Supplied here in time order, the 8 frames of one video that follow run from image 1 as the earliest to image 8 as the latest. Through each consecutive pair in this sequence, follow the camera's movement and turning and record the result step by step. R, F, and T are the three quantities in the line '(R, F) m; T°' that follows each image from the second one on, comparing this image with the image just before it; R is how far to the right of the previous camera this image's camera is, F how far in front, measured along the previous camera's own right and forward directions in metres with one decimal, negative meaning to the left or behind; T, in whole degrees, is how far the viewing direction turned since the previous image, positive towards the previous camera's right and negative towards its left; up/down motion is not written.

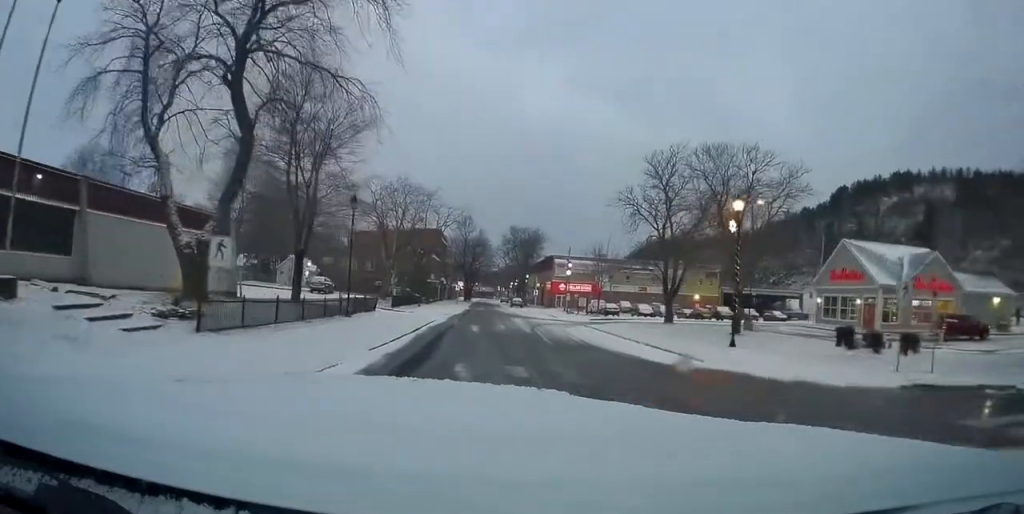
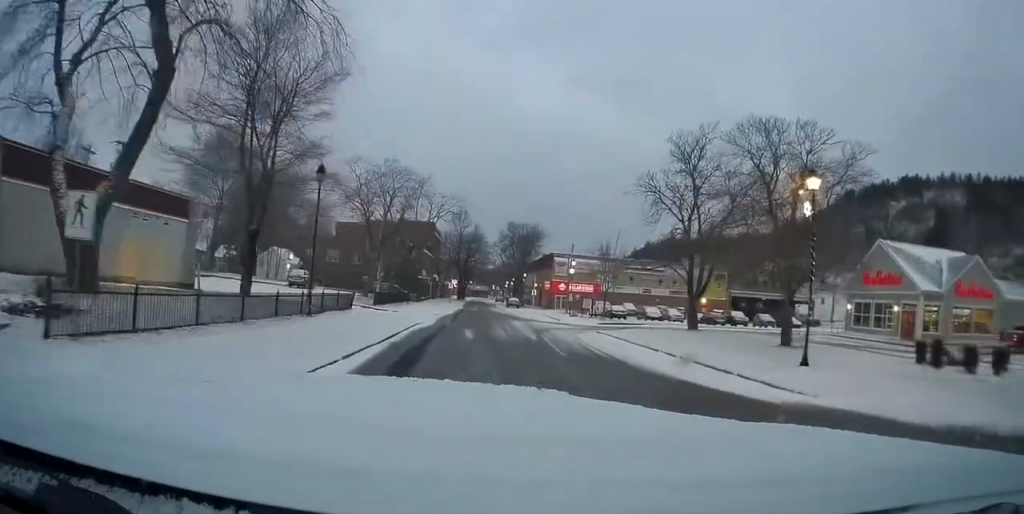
(0.0, +5.9) m; 0°
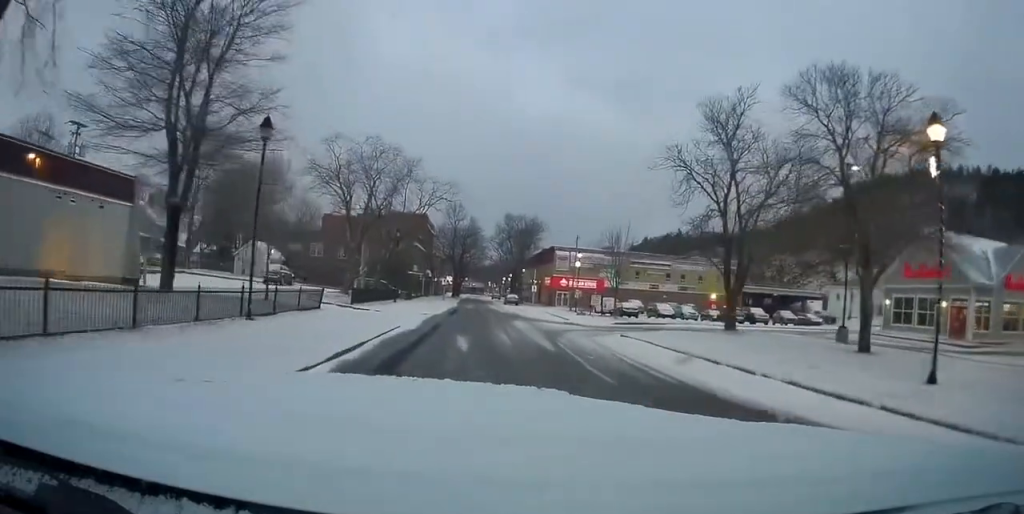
(0.0, +5.7) m; 0°
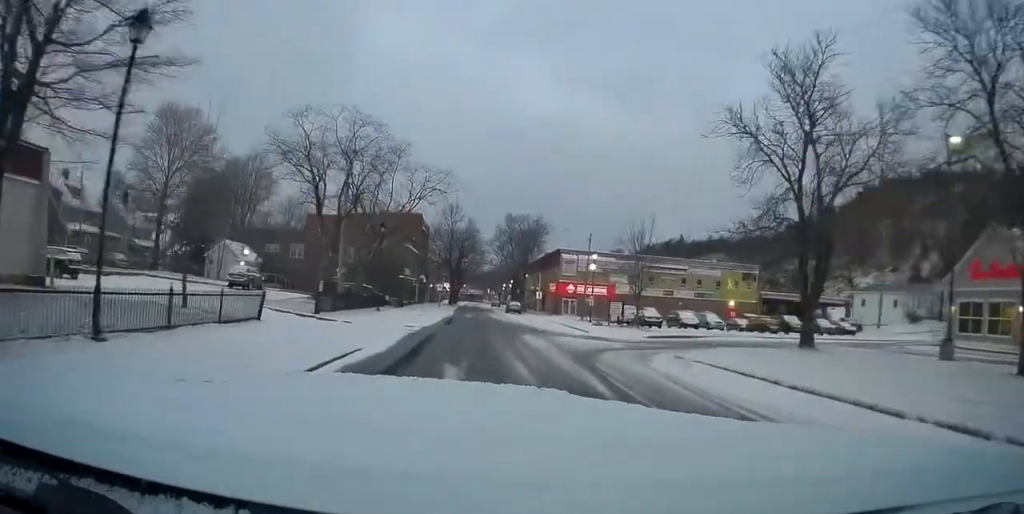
(0.0, +7.0) m; 0°
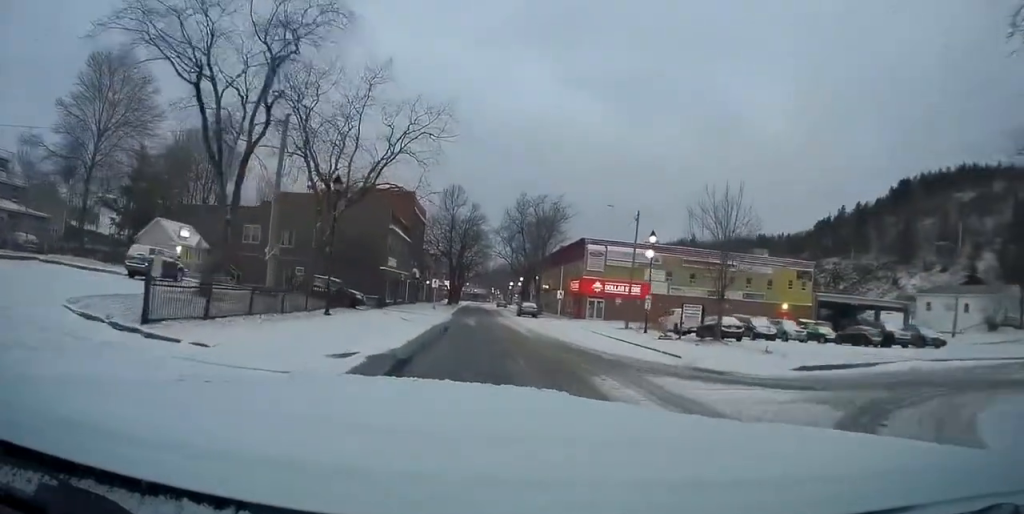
(+0.1, +12.4) m; 0°
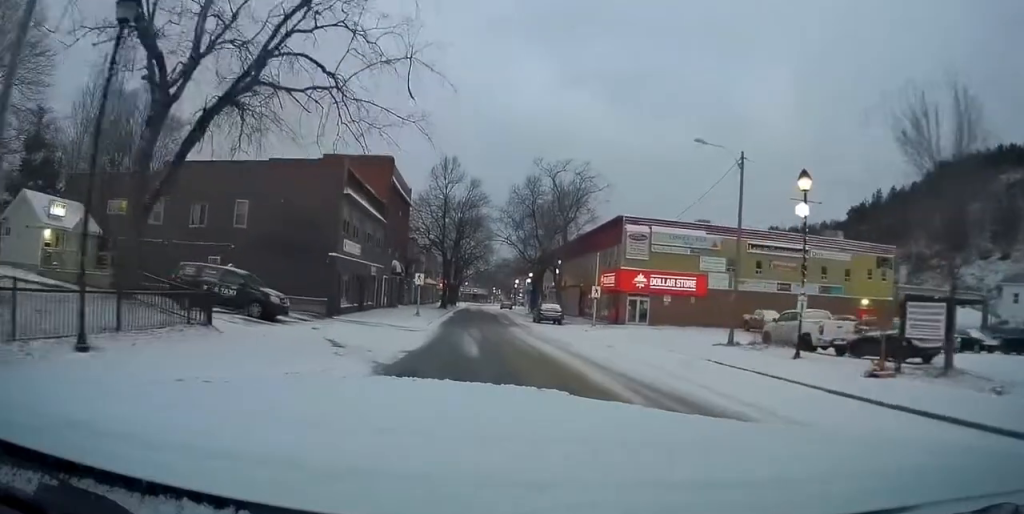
(0.0, +13.5) m; +1°
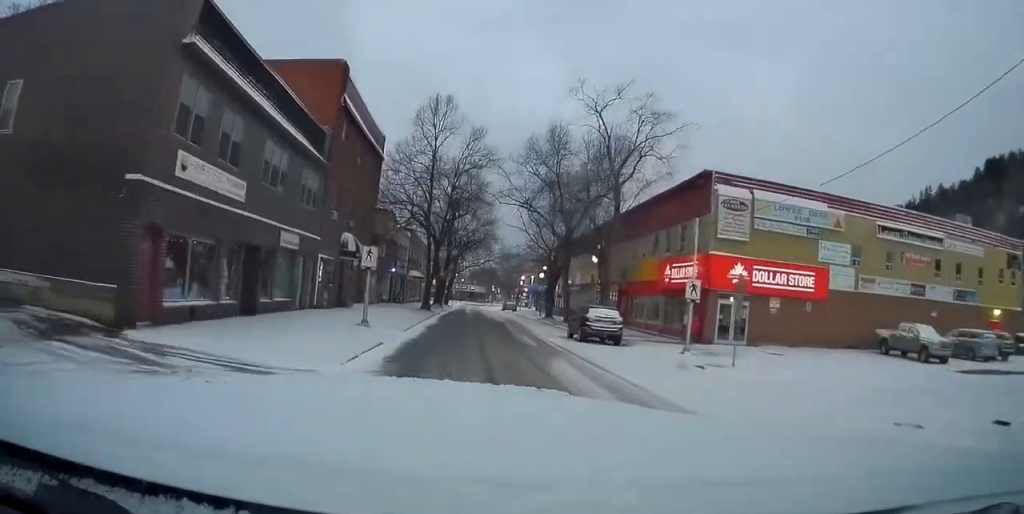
(-0.5, +17.0) m; -4°
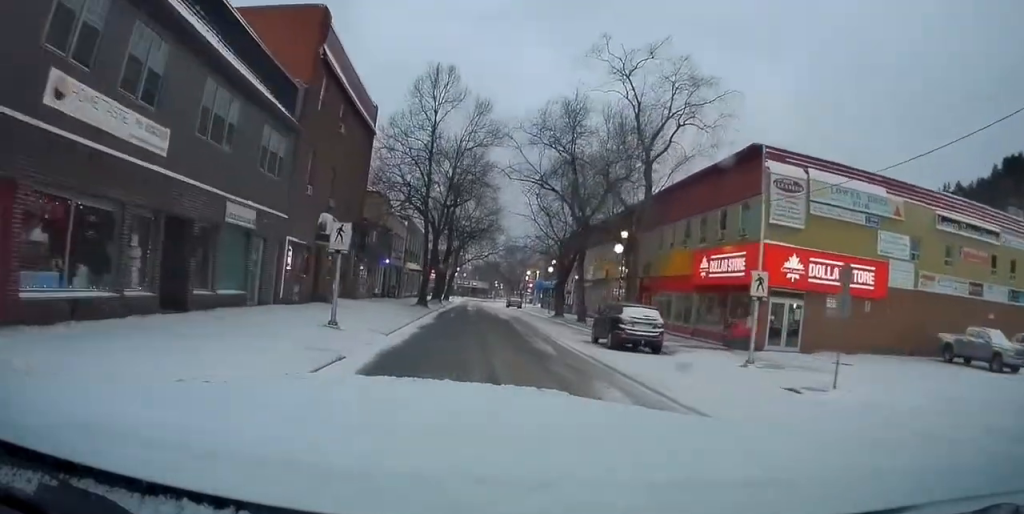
(-0.3, +5.0) m; -1°
